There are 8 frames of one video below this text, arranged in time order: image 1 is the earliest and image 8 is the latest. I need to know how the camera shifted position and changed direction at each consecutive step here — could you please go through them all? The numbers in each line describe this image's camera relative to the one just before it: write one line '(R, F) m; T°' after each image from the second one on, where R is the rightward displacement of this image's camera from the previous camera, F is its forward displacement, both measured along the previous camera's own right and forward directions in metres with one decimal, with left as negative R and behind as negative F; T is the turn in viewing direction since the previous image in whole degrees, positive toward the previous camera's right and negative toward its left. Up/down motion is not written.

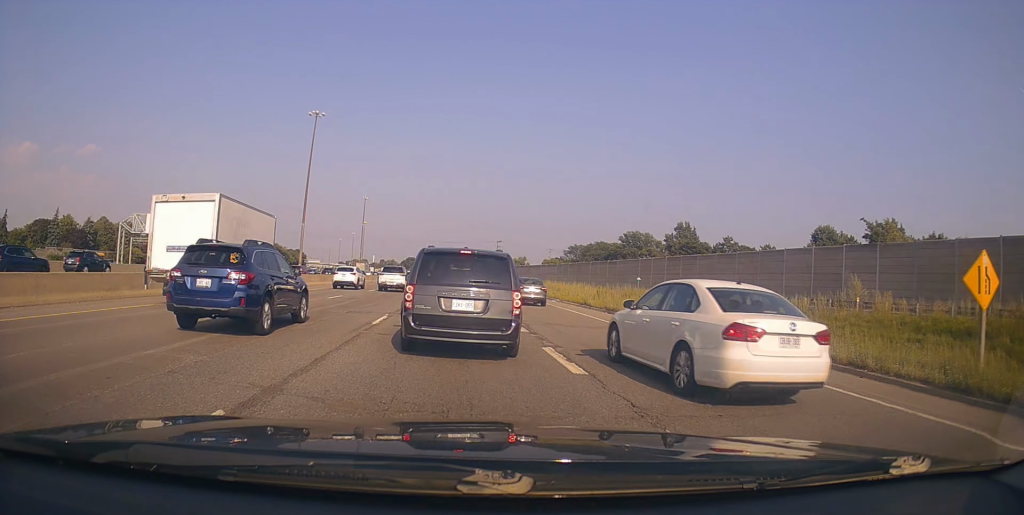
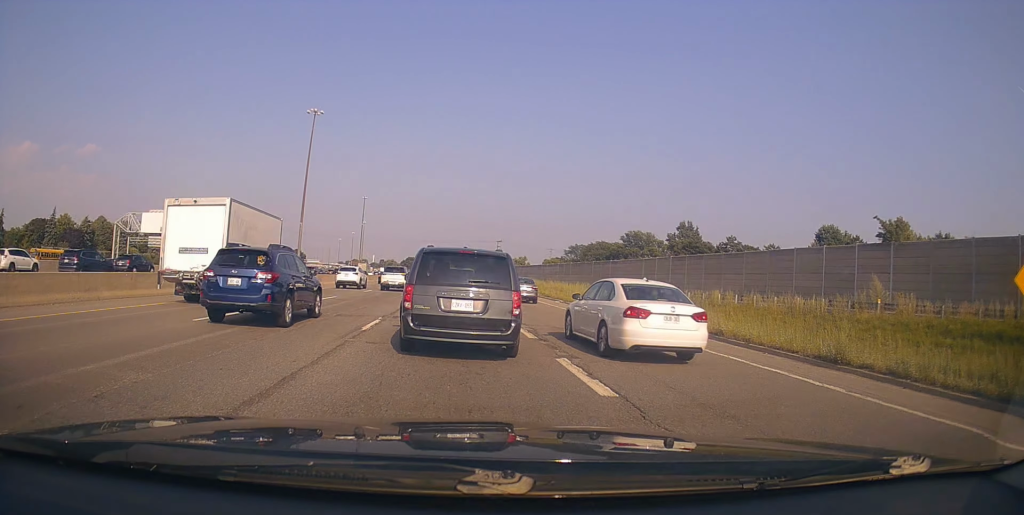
(0.0, +1.6) m; 0°
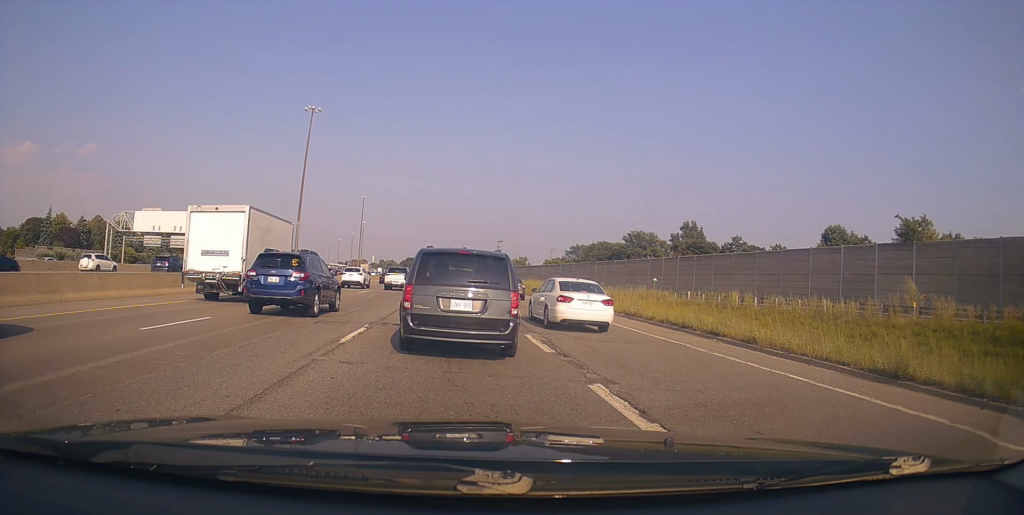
(0.0, +2.5) m; 0°
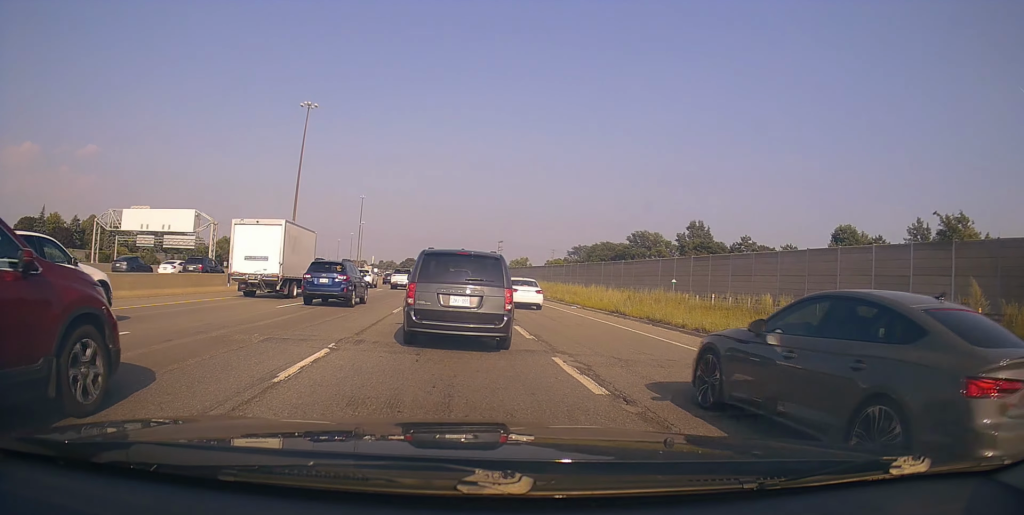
(0.0, +4.1) m; 0°
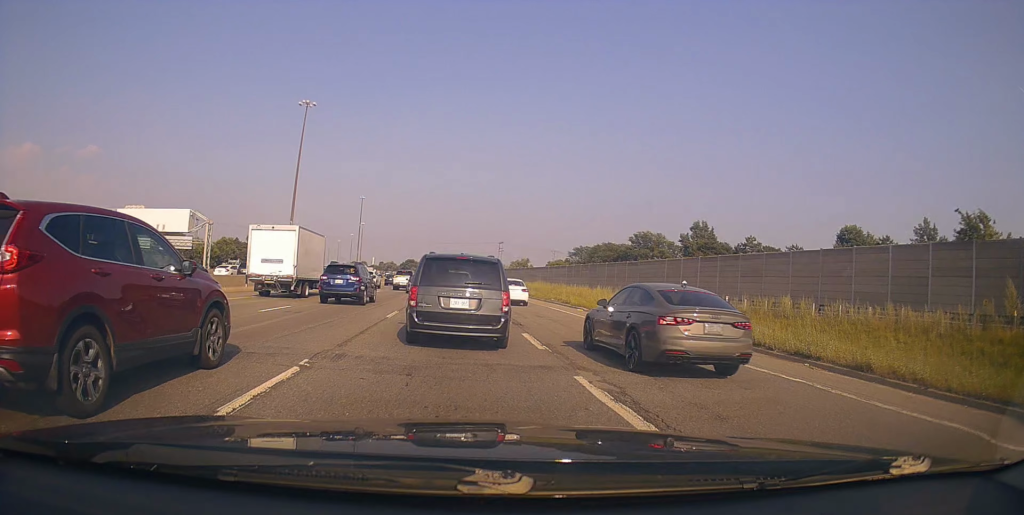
(0.0, +1.8) m; 0°
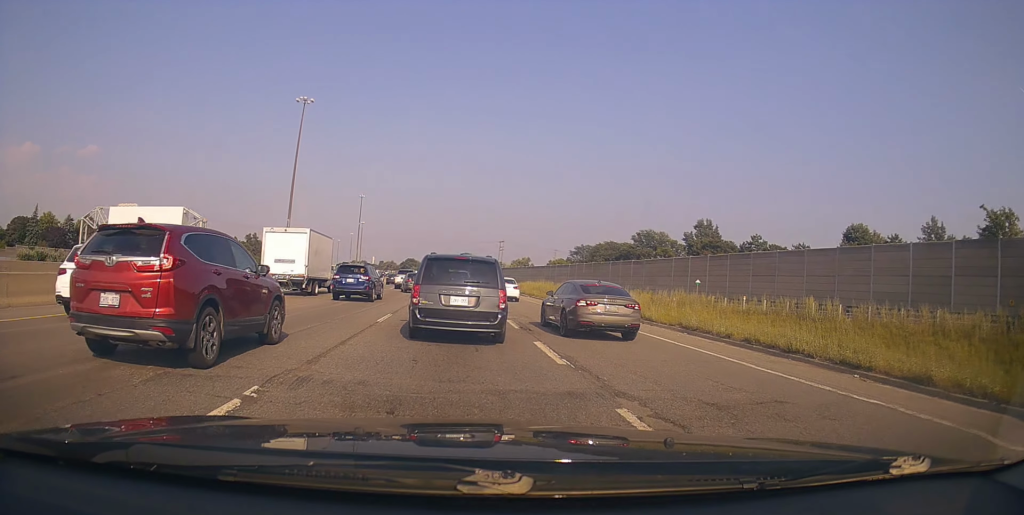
(0.0, +1.8) m; 0°
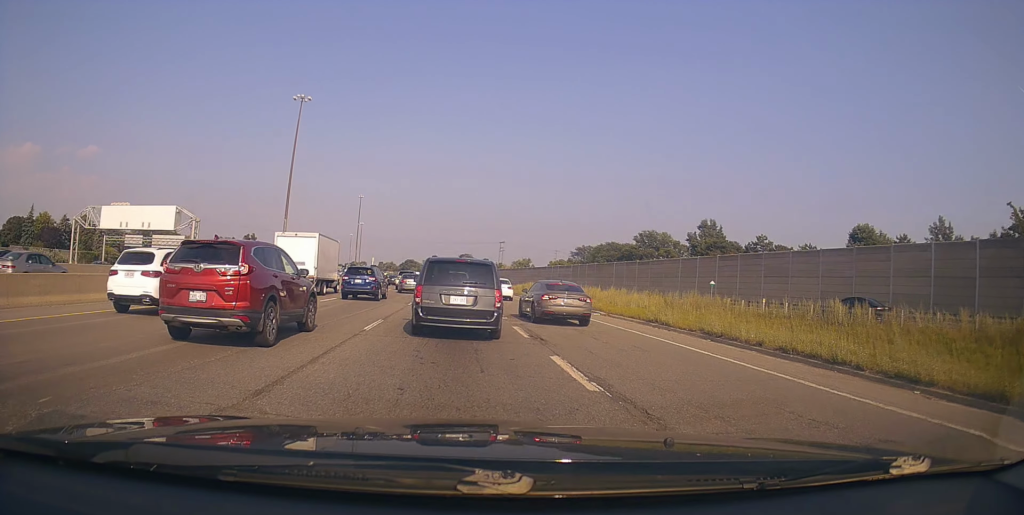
(0.0, +2.0) m; 0°
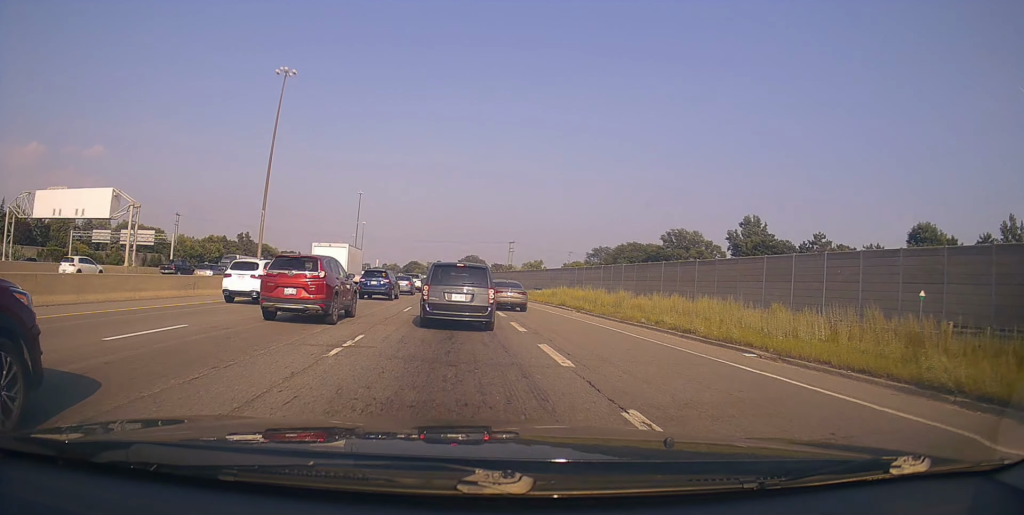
(0.0, +14.1) m; 0°
